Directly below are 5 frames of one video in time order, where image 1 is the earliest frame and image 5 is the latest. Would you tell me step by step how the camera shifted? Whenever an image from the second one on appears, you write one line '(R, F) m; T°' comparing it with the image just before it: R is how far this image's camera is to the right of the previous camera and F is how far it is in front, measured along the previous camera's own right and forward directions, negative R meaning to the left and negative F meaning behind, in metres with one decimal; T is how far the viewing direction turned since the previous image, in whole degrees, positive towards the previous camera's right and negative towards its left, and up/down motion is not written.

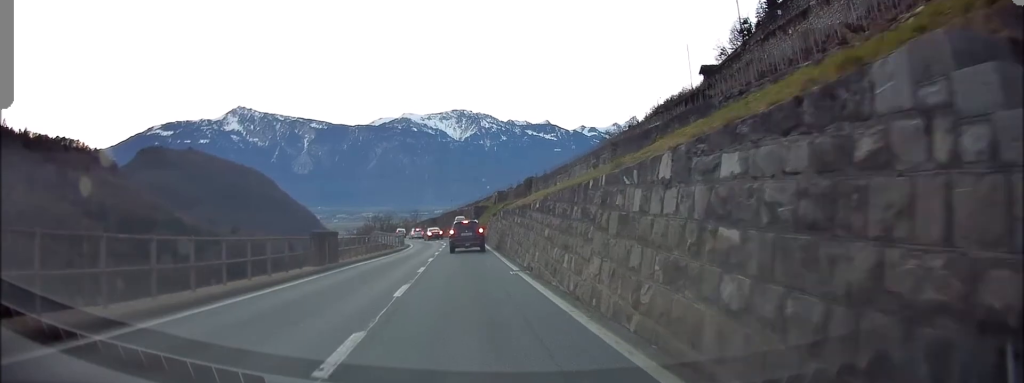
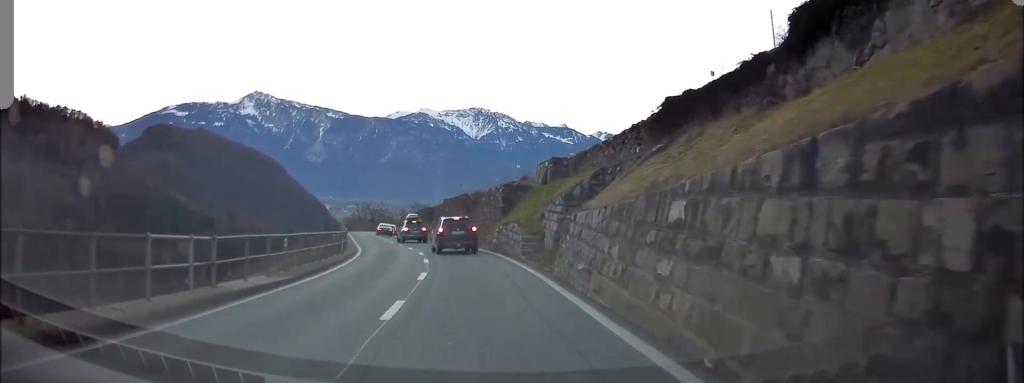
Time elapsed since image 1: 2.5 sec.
(-1.1, +32.6) m; -2°
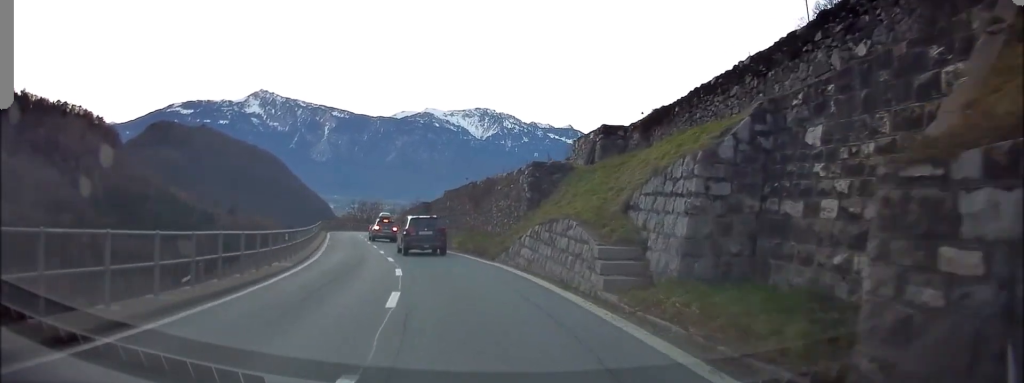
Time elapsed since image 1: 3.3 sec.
(+0.2, +11.1) m; -1°
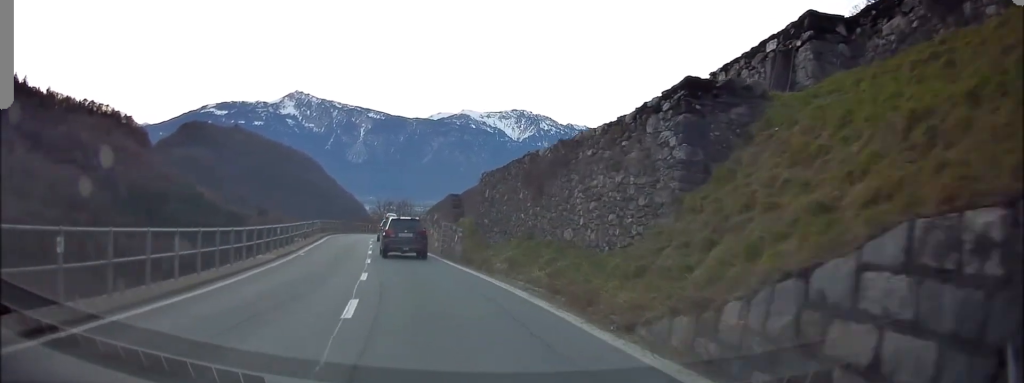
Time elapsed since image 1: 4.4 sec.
(-0.5, +12.7) m; -5°
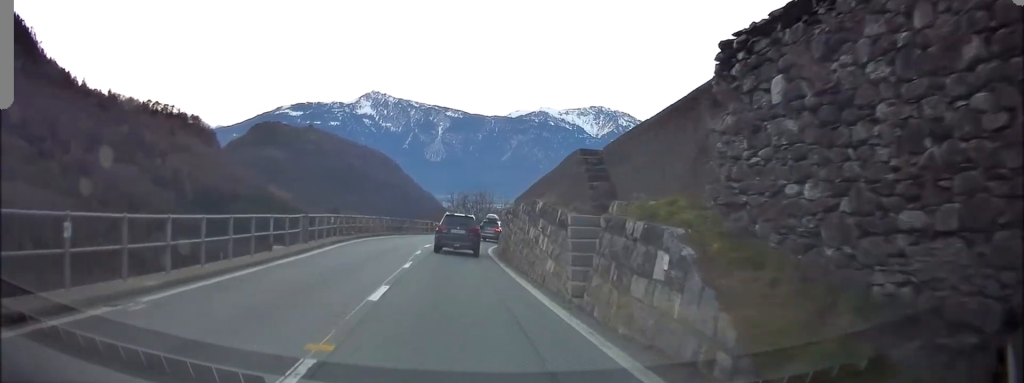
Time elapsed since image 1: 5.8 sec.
(-0.9, +16.6) m; -6°
